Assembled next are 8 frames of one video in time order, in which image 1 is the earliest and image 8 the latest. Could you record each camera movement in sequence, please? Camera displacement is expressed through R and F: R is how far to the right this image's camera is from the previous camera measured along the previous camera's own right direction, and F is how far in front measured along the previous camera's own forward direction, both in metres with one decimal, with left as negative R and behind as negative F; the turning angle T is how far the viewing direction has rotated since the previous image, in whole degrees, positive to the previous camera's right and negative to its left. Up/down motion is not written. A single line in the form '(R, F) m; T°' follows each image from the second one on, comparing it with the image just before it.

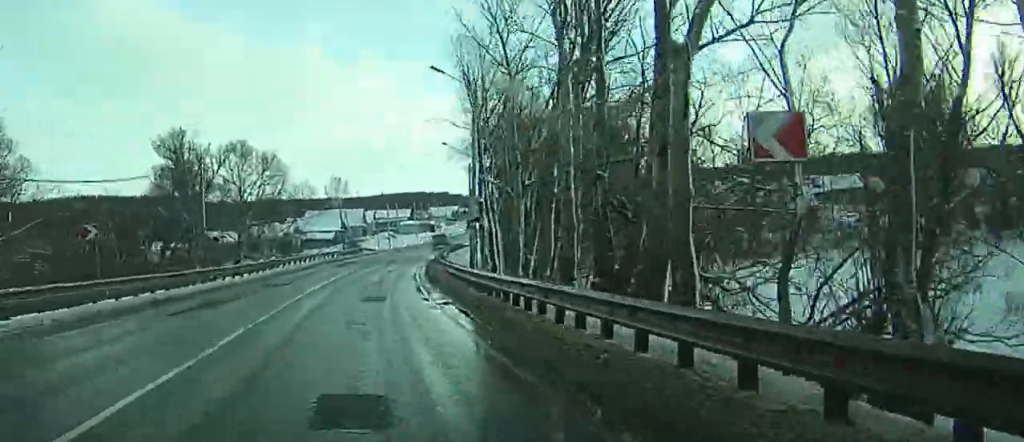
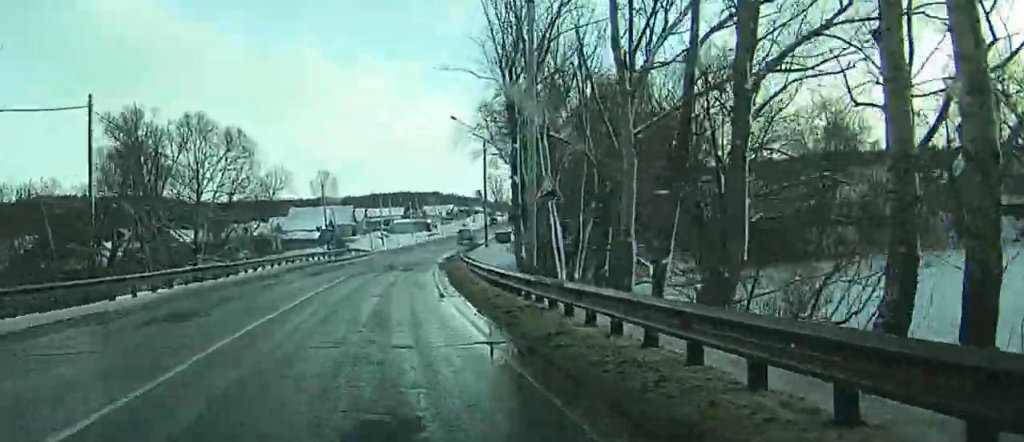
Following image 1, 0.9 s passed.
(0.0, +19.6) m; +2°
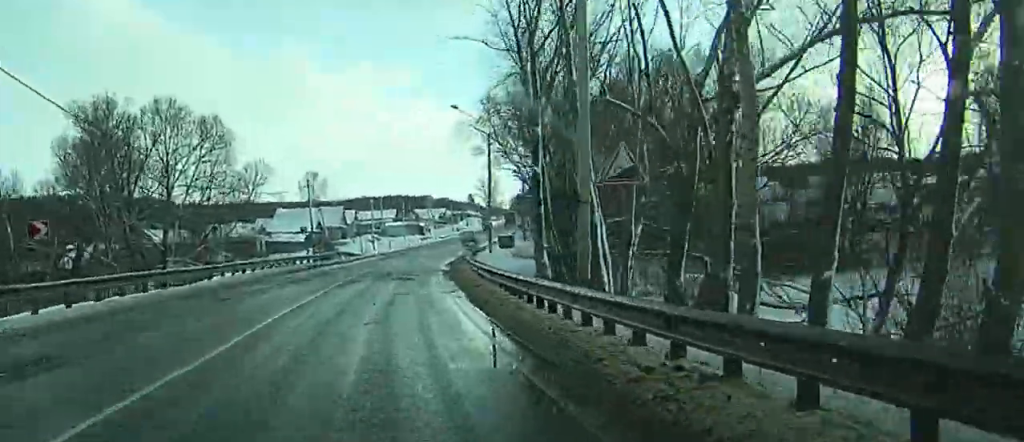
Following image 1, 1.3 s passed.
(+0.1, +8.2) m; +1°
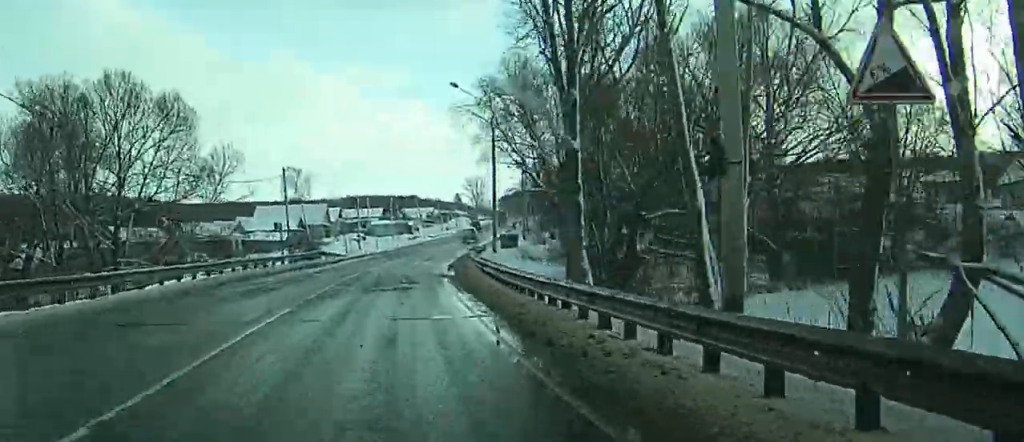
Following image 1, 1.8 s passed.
(+0.3, +9.3) m; +1°
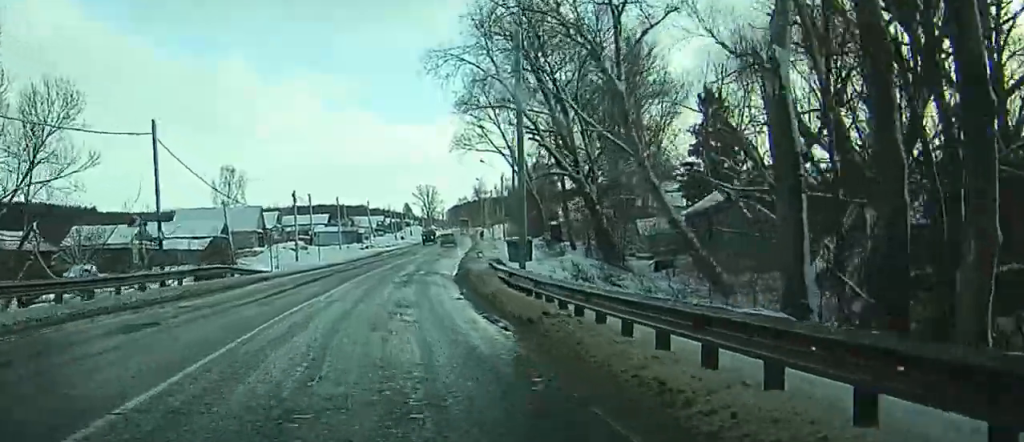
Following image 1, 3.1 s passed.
(+0.3, +25.2) m; +1°
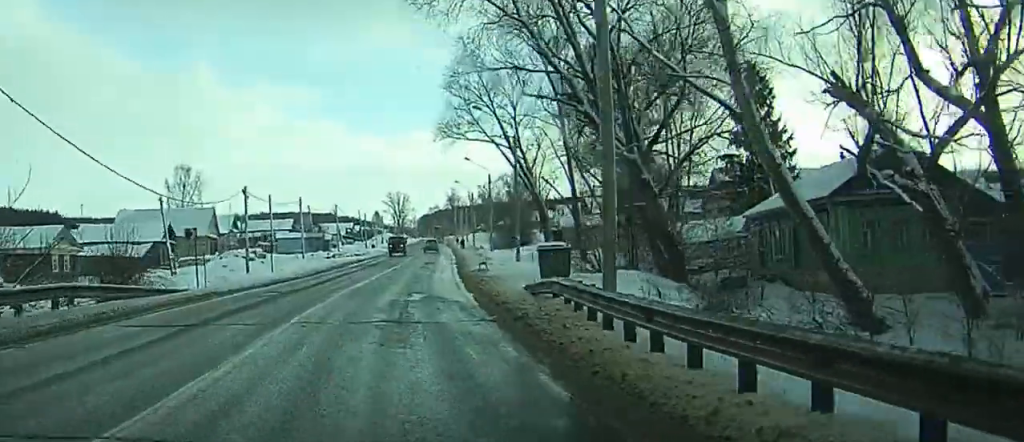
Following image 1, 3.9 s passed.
(0.0, +14.3) m; +1°
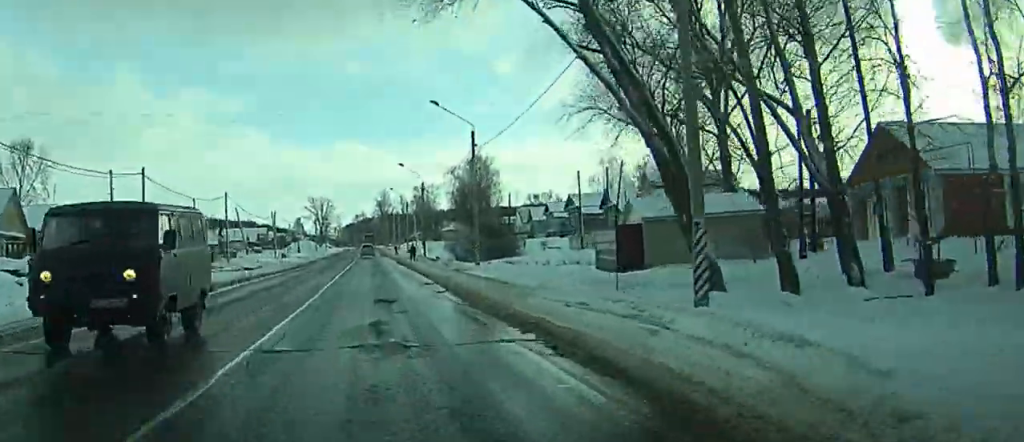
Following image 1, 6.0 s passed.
(+1.2, +39.8) m; +7°
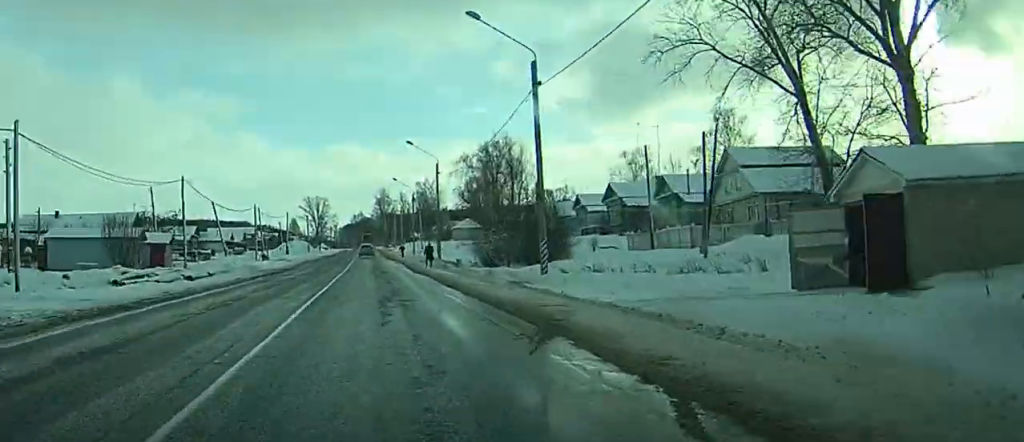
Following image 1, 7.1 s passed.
(+1.6, +19.8) m; +4°
